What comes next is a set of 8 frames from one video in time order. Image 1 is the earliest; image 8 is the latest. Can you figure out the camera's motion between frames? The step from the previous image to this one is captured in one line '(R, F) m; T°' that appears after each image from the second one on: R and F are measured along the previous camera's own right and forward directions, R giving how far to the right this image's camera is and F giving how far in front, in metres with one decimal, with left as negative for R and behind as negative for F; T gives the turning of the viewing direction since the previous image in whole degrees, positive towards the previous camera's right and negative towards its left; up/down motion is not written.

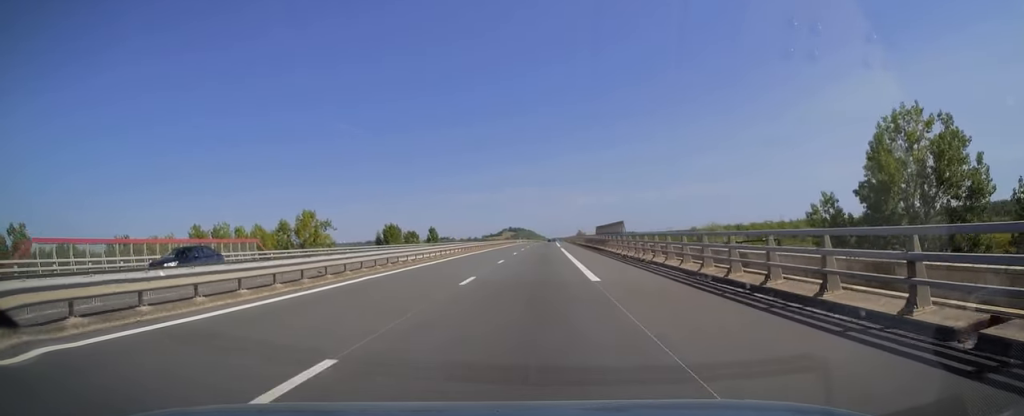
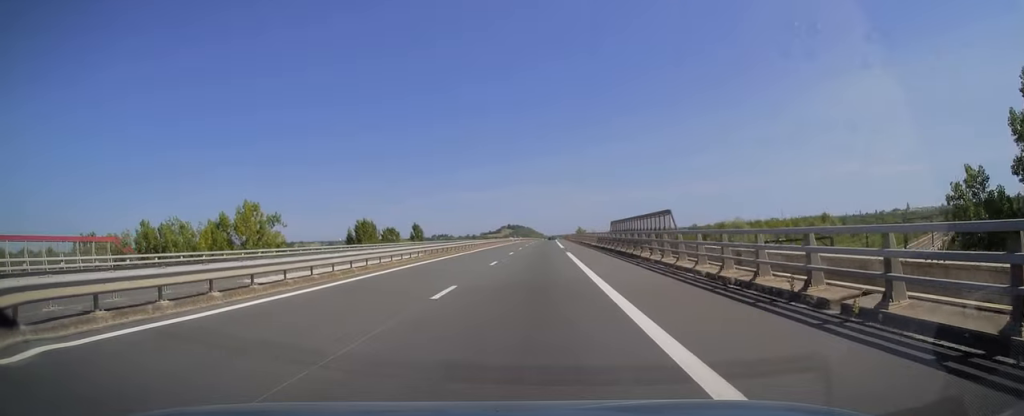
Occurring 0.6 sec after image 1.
(0.0, +17.3) m; 0°
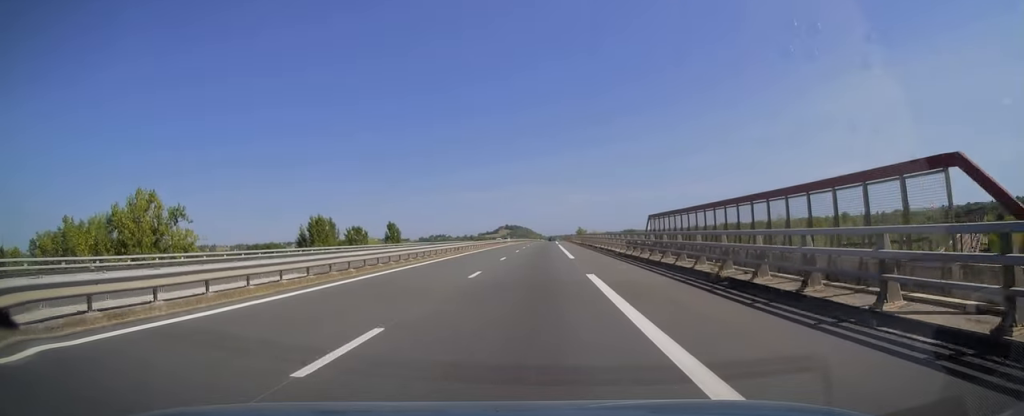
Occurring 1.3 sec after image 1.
(0.0, +20.2) m; 0°
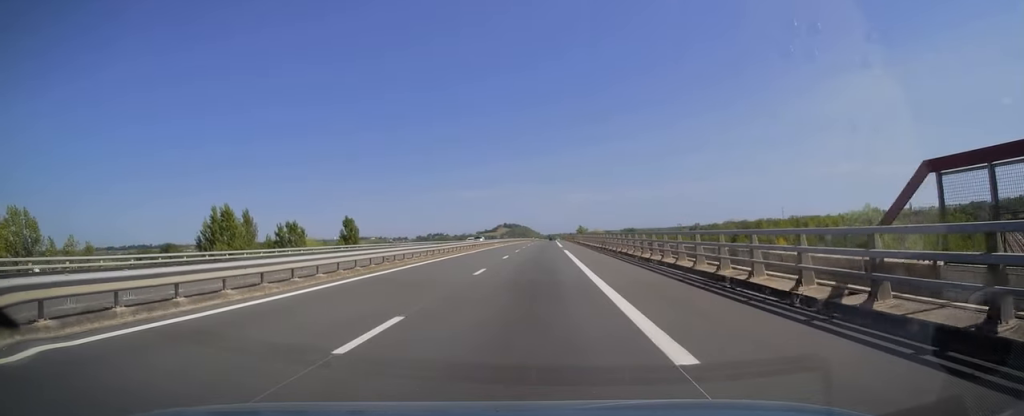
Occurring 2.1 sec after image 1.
(+0.1, +25.2) m; 0°
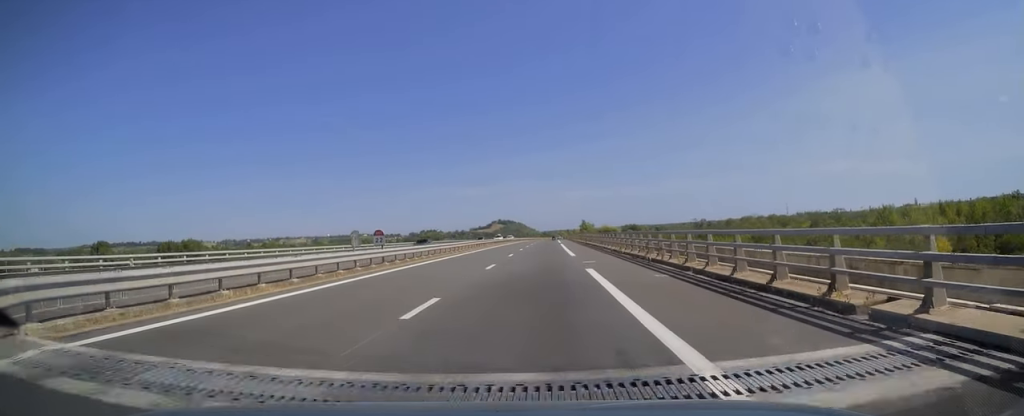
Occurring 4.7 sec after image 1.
(+0.2, +76.5) m; 0°
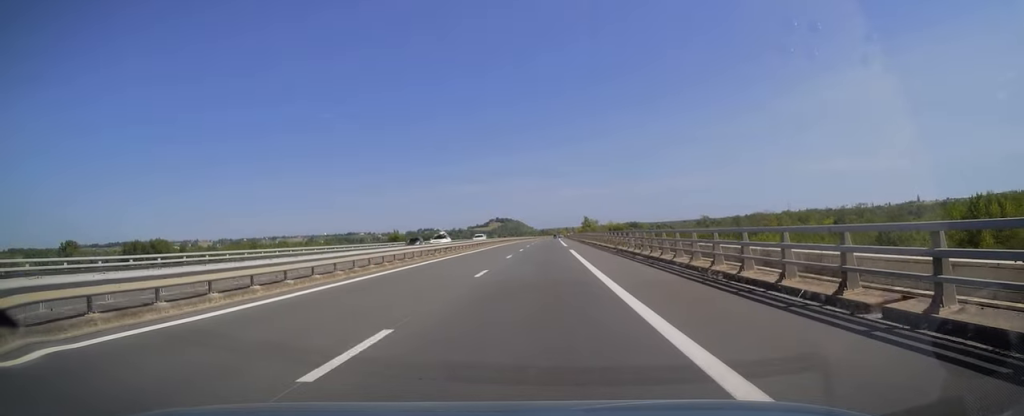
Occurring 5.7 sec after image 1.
(+0.1, +30.7) m; 0°
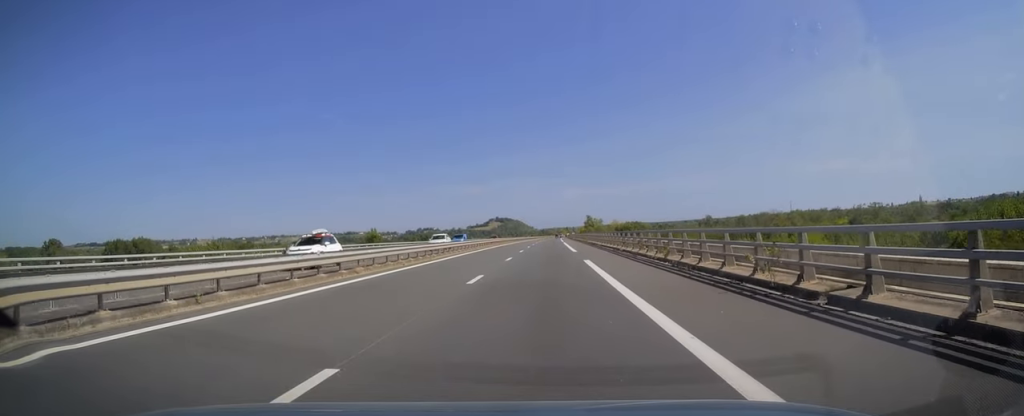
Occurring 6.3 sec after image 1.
(0.0, +15.8) m; 0°
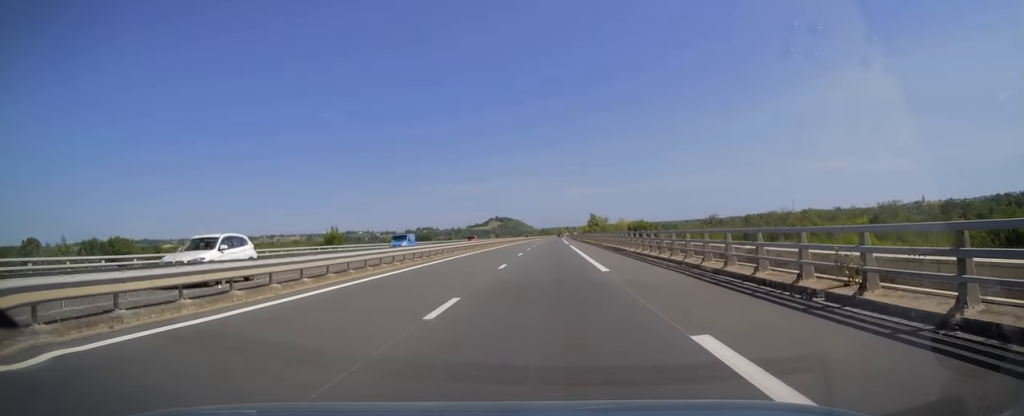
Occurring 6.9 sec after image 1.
(0.0, +19.8) m; 0°
